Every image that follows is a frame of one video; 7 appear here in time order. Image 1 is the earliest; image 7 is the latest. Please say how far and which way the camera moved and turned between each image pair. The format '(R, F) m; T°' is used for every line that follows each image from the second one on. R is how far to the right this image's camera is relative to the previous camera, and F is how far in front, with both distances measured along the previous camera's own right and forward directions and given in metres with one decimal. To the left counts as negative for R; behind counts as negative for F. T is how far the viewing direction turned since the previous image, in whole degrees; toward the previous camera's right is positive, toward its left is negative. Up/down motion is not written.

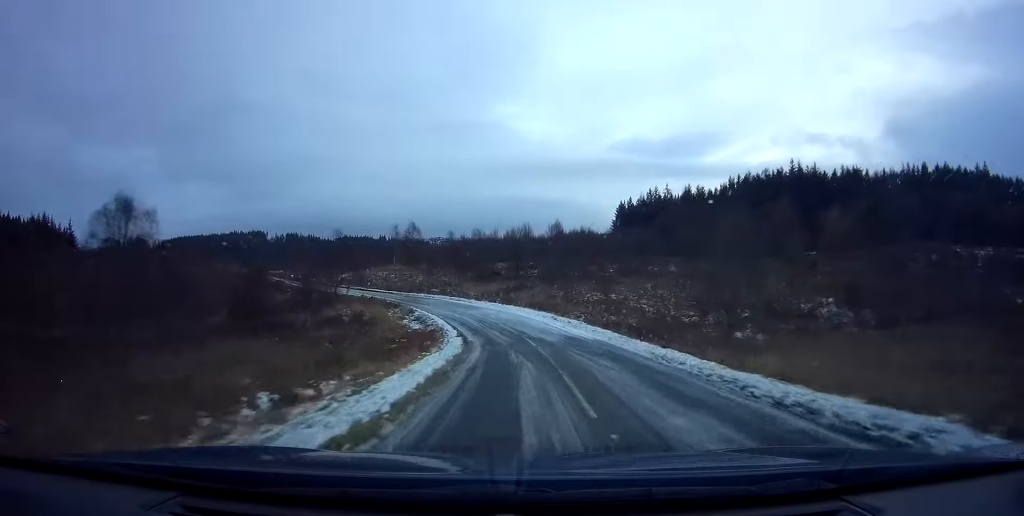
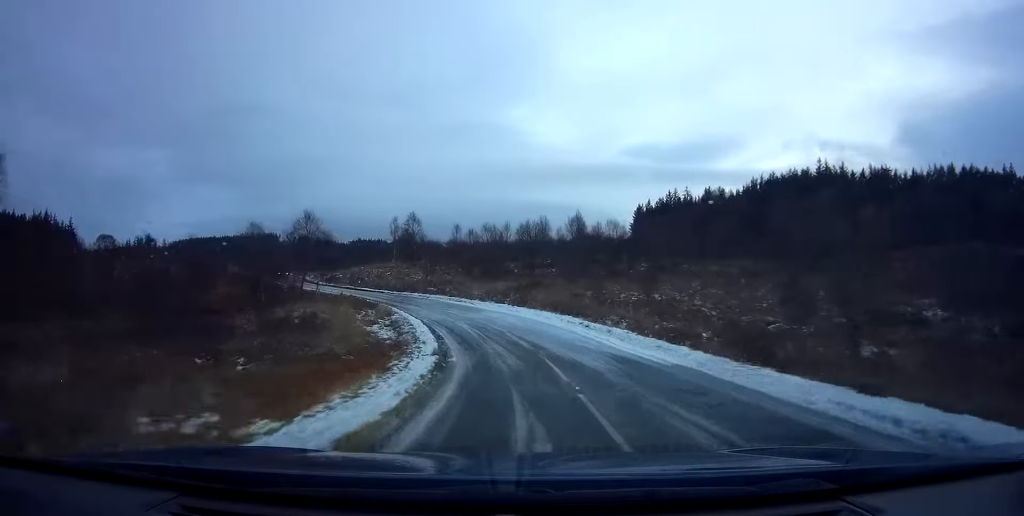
(0.0, +10.8) m; -1°
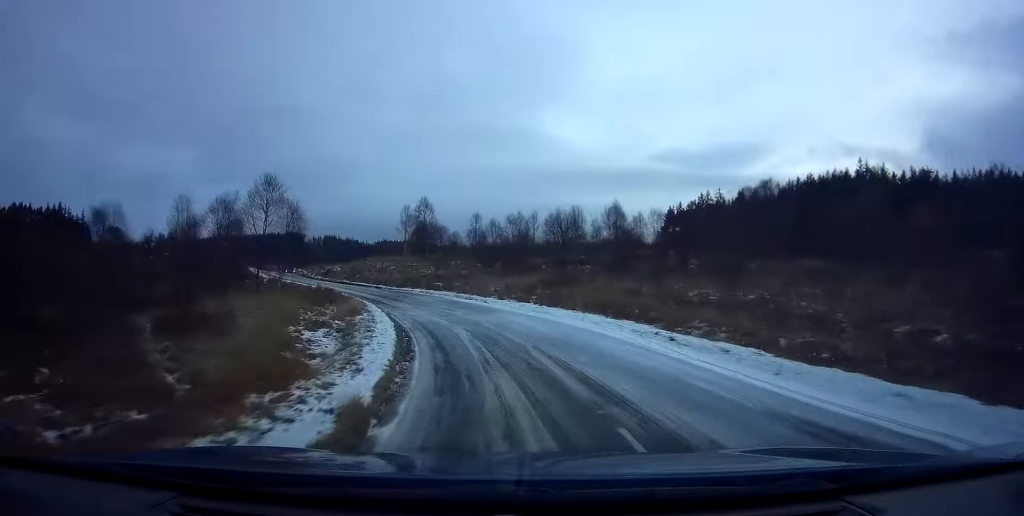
(-0.1, +10.9) m; -4°
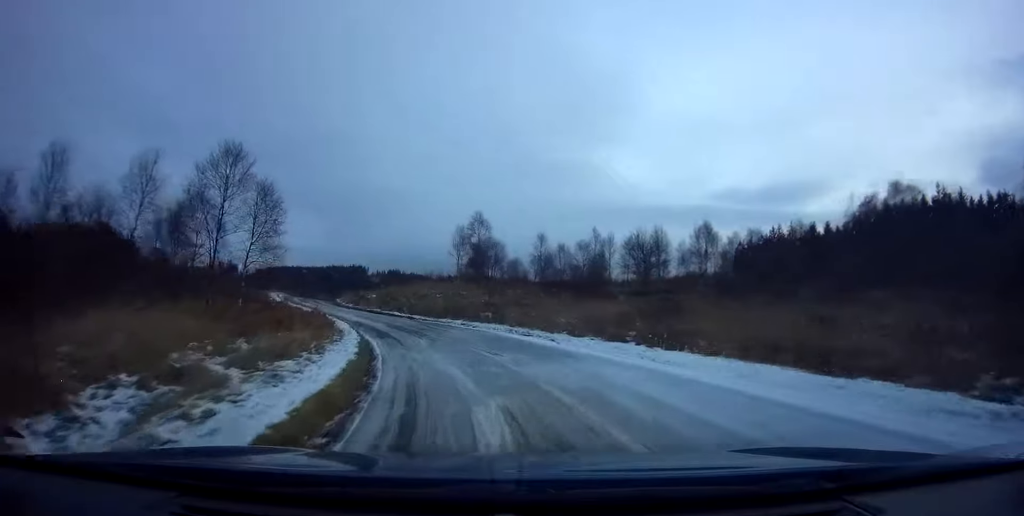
(-0.8, +11.1) m; -8°
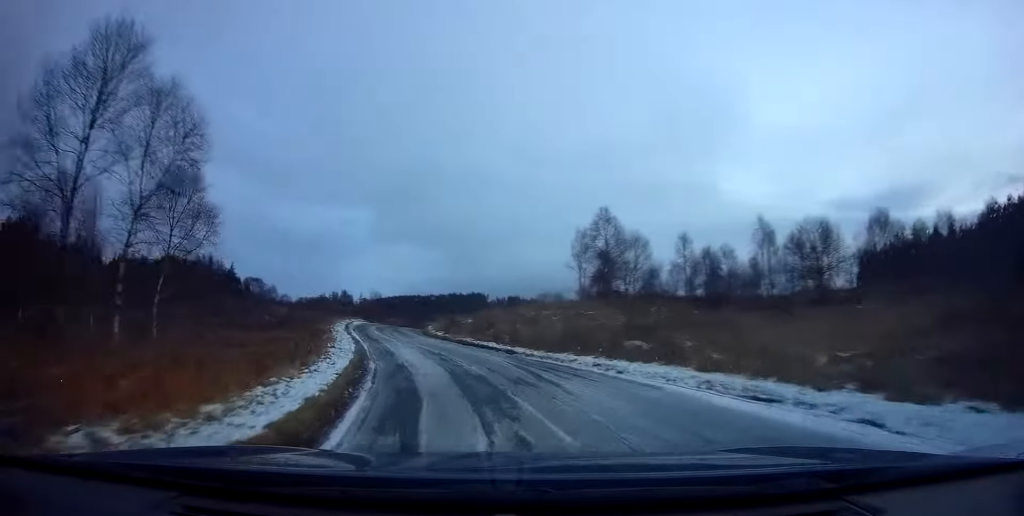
(-1.1, +12.5) m; -11°
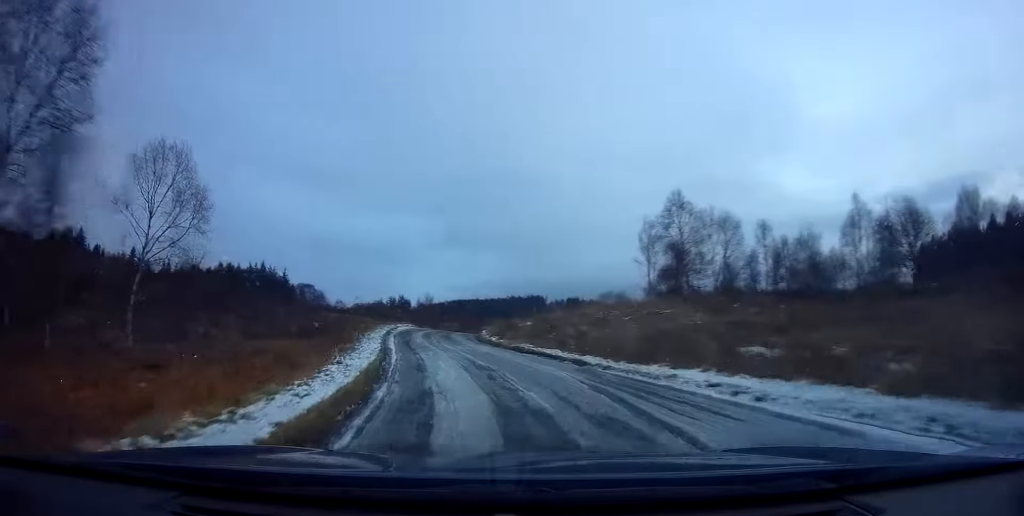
(-0.2, +4.9) m; -5°
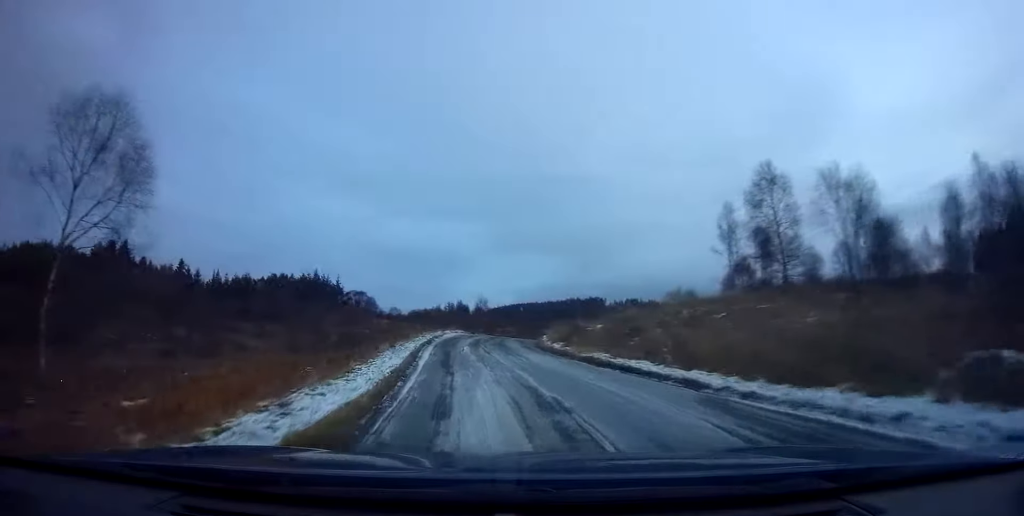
(-0.2, +5.8) m; -7°
